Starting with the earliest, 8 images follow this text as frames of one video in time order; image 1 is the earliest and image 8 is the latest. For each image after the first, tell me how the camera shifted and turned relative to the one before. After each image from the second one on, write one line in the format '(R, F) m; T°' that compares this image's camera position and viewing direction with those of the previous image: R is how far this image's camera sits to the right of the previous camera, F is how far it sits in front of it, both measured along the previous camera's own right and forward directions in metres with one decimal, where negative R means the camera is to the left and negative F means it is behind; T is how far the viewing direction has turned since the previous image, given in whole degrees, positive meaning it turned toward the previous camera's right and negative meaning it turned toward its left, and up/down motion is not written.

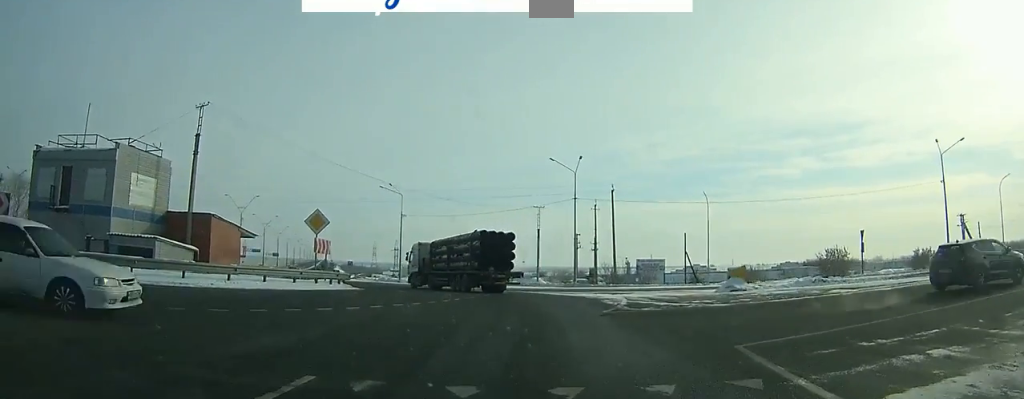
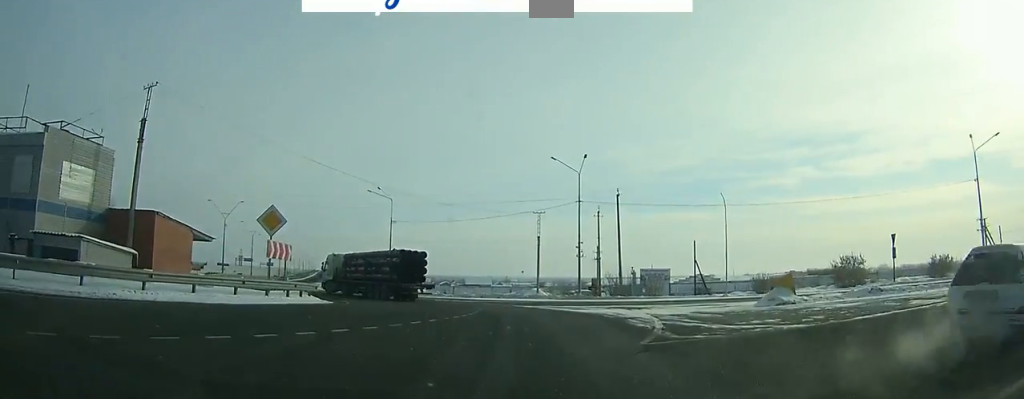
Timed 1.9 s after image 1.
(-0.3, +9.9) m; -6°
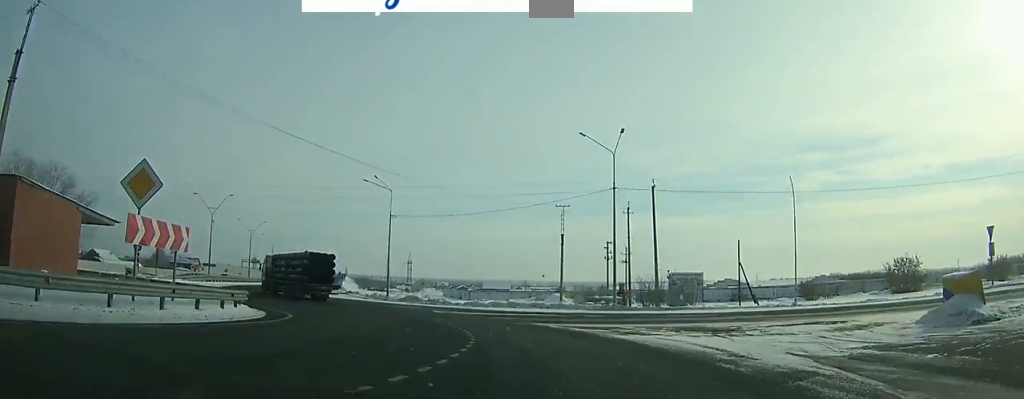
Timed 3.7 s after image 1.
(+0.1, +11.4) m; -8°
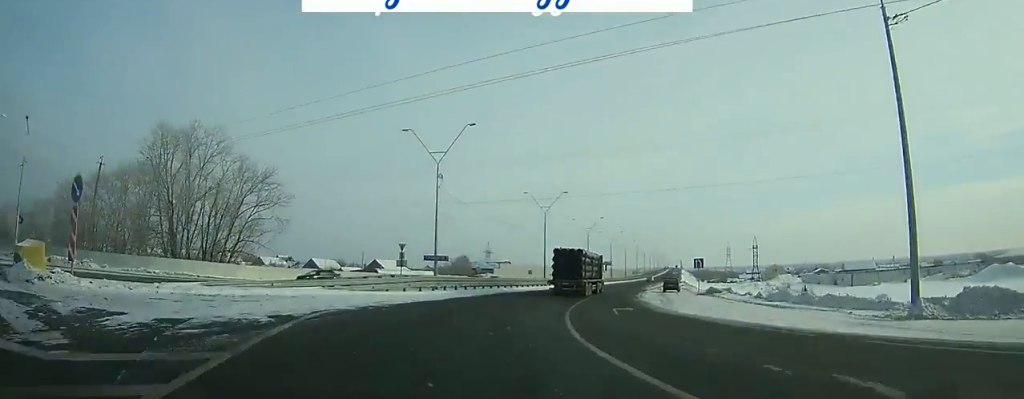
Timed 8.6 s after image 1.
(-6.9, +45.0) m; -8°
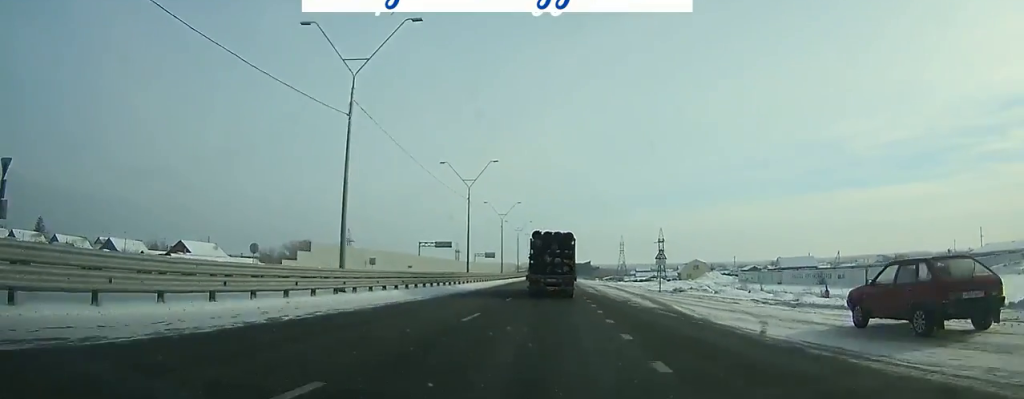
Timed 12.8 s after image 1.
(+2.9, +50.7) m; +7°
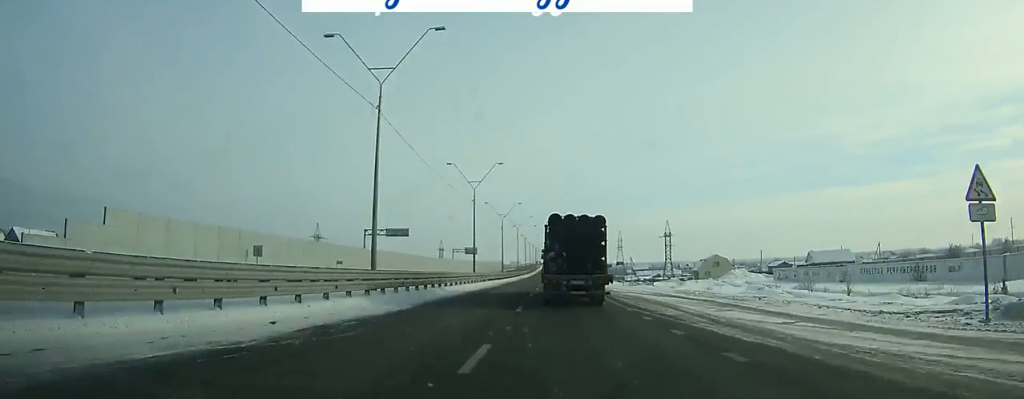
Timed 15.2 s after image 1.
(+0.6, +34.1) m; +1°
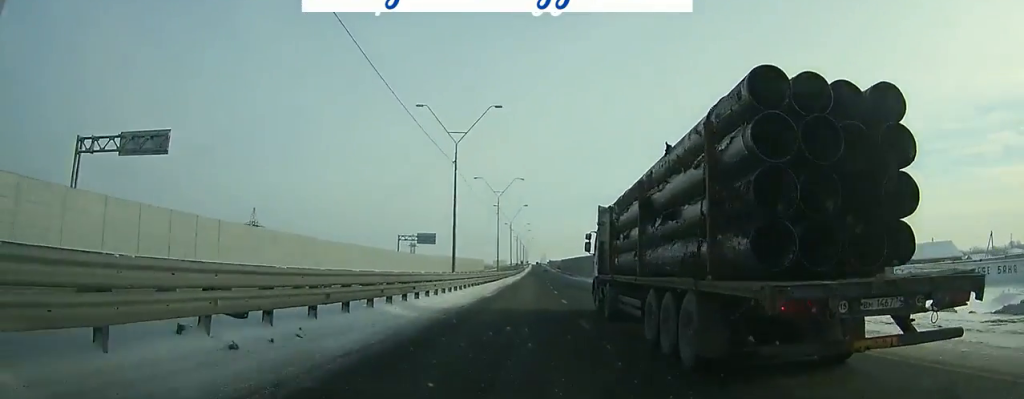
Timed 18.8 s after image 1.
(+0.7, +56.4) m; +2°
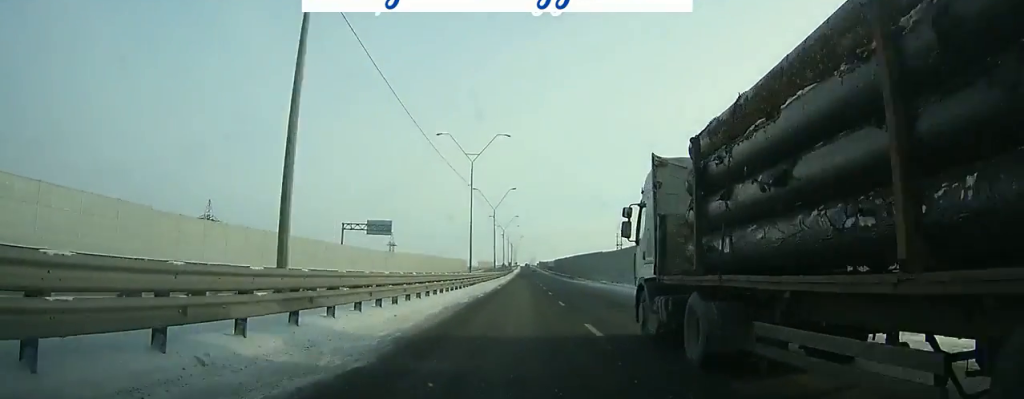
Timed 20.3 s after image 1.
(+0.3, +26.6) m; +1°
